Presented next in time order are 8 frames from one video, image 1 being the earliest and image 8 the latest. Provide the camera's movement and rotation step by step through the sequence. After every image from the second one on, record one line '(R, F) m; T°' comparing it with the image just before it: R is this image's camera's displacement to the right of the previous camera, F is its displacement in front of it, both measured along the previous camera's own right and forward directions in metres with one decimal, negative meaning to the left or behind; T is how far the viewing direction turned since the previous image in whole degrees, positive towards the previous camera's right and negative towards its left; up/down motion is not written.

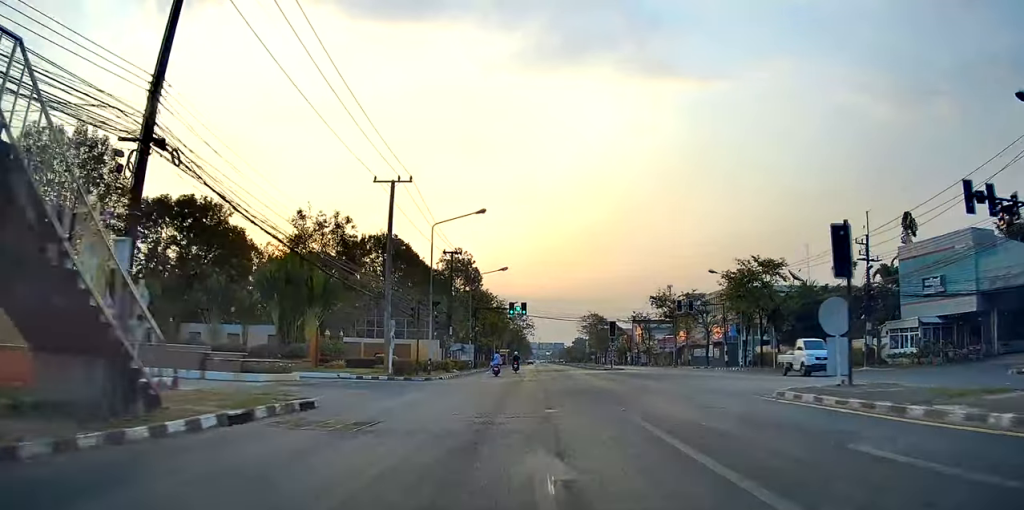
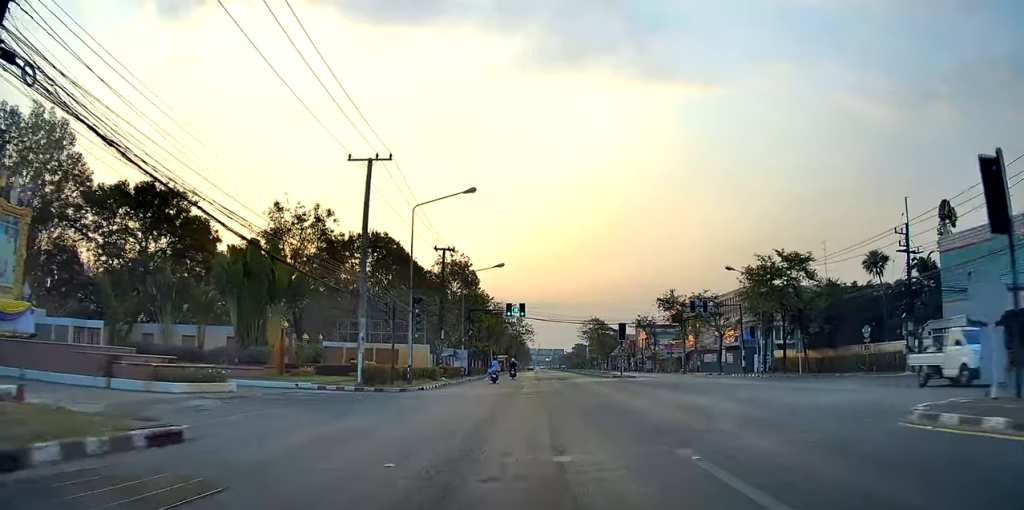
(+0.2, +5.7) m; 0°
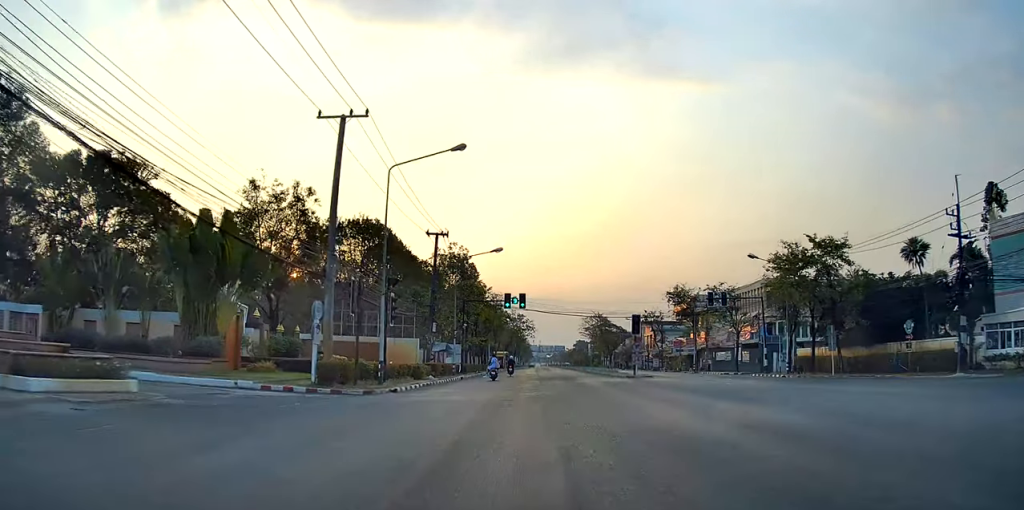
(+0.2, +5.9) m; 0°
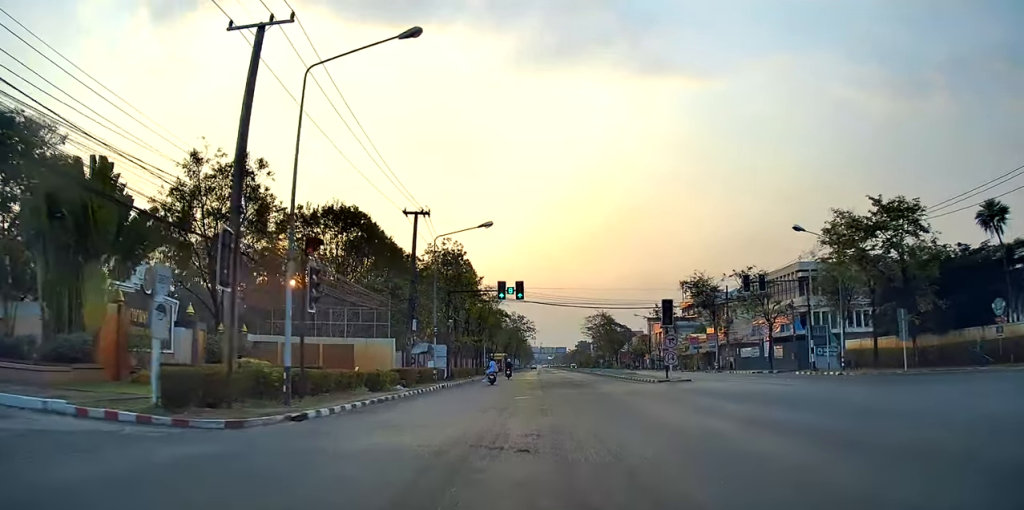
(-0.3, +9.7) m; 0°
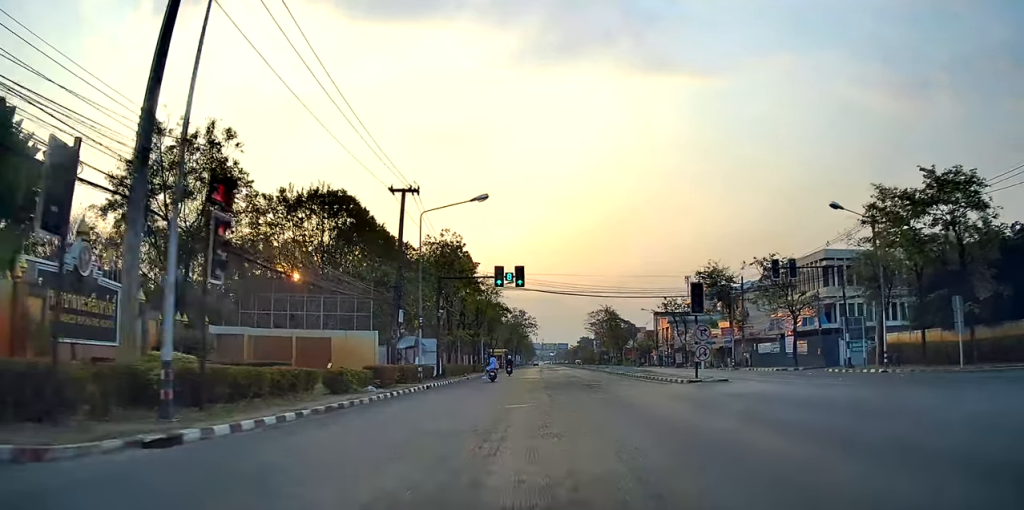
(-0.1, +5.7) m; 0°
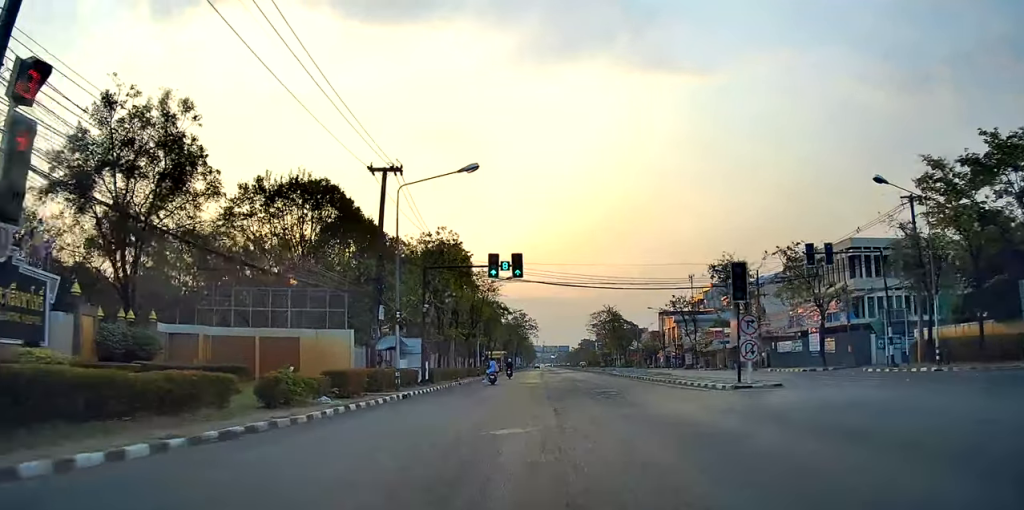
(+0.2, +5.3) m; 0°
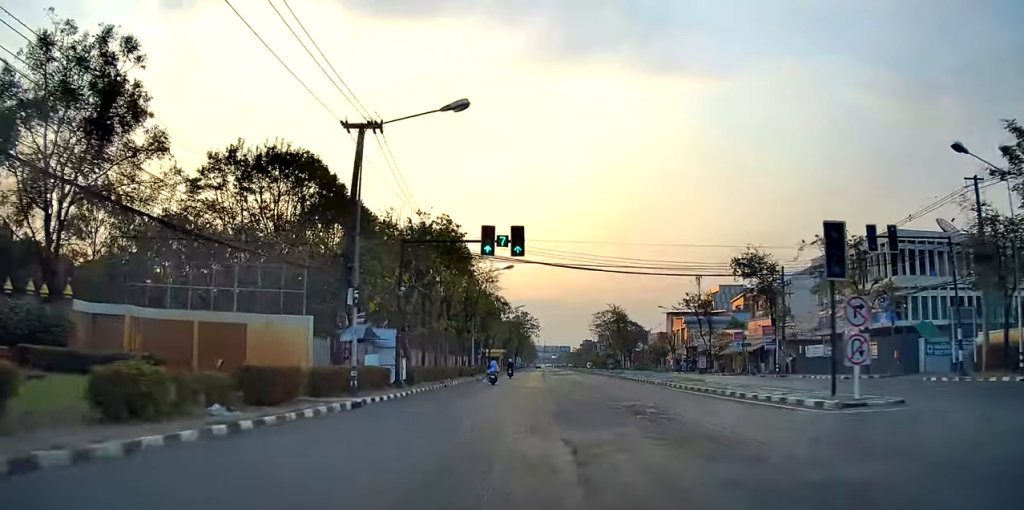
(+0.2, +6.9) m; +1°
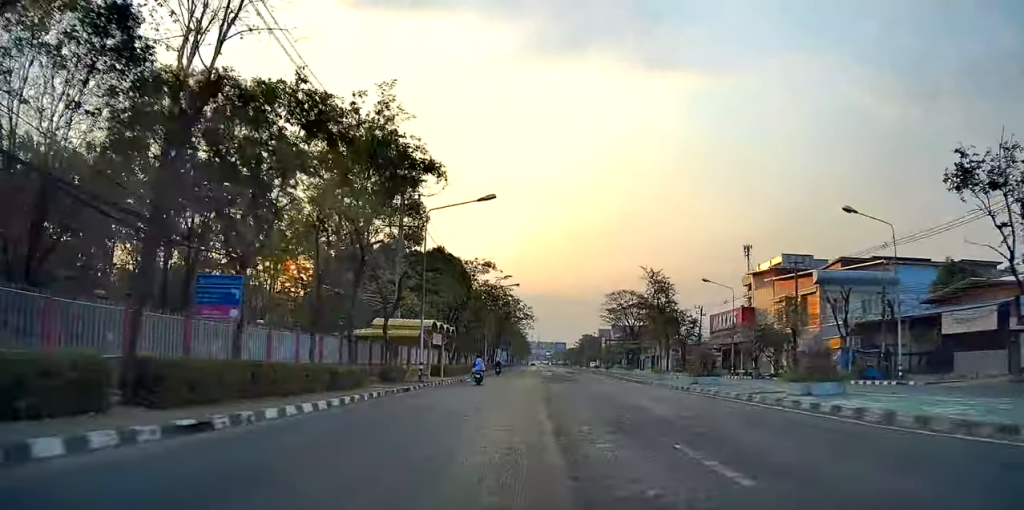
(+1.7, +57.5) m; +2°
